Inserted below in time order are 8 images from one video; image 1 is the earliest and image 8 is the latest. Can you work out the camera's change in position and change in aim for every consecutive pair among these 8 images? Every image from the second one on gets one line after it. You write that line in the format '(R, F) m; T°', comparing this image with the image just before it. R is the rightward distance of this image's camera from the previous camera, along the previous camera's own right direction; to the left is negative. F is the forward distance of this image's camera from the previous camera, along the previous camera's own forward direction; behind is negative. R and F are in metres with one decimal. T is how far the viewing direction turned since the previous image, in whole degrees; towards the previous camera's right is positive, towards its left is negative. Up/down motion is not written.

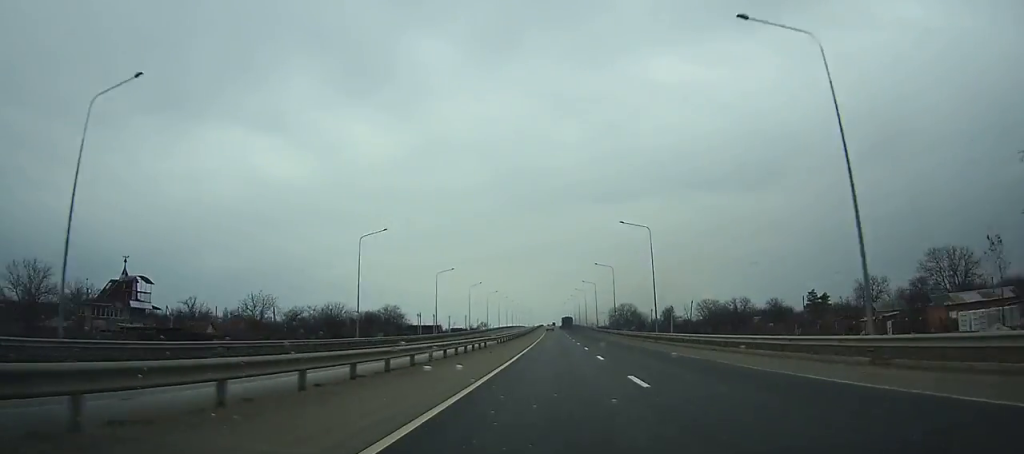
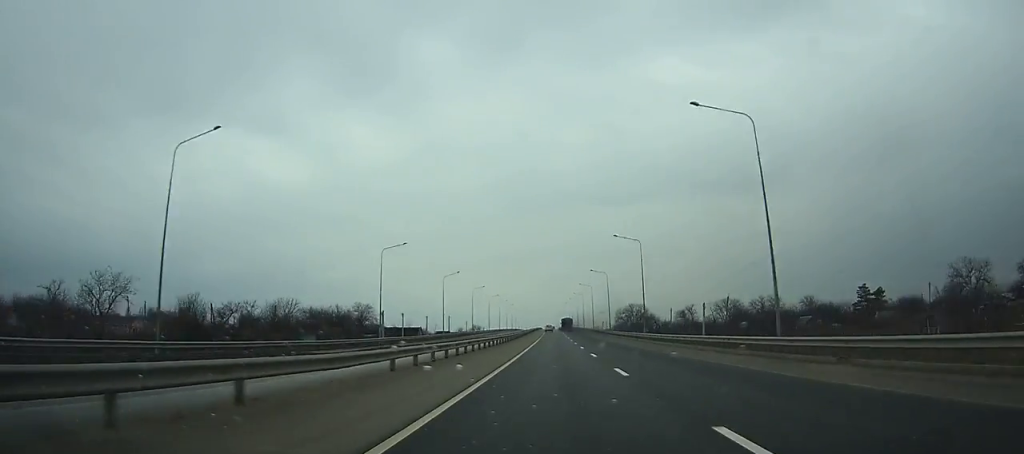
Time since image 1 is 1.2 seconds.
(0.0, +32.3) m; 0°
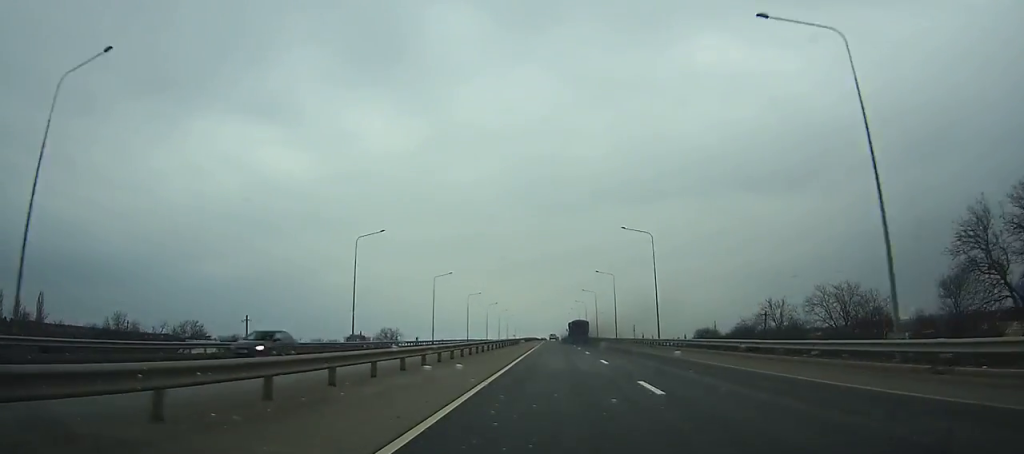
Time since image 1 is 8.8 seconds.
(-1.3, +208.7) m; -1°
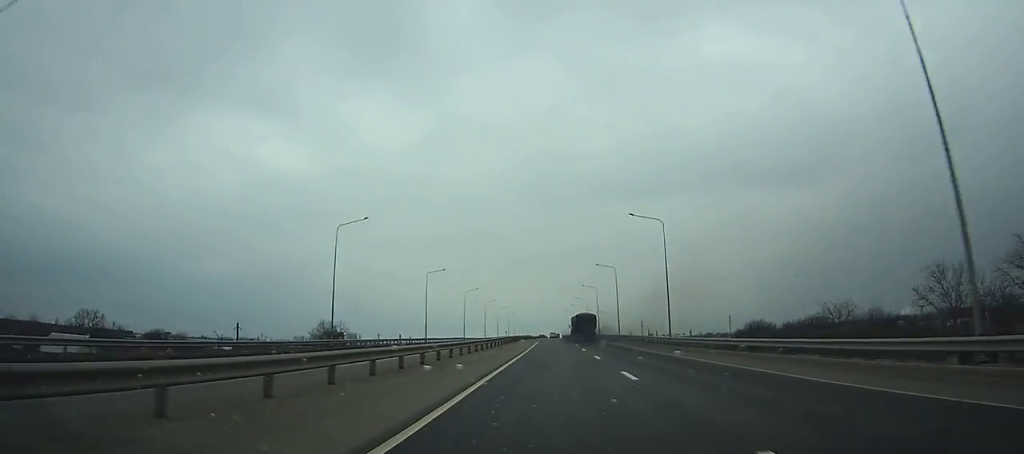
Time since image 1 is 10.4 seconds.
(0.0, +44.7) m; 0°
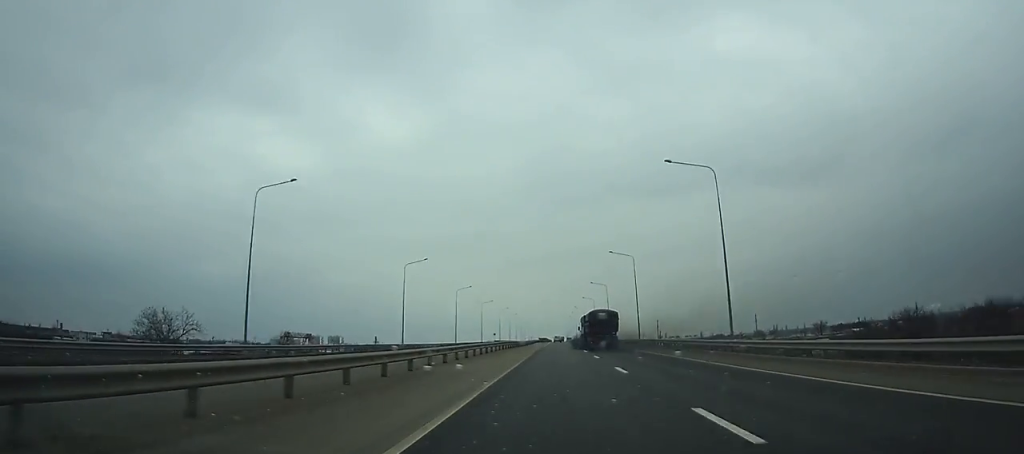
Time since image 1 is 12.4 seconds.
(+0.1, +56.5) m; 0°
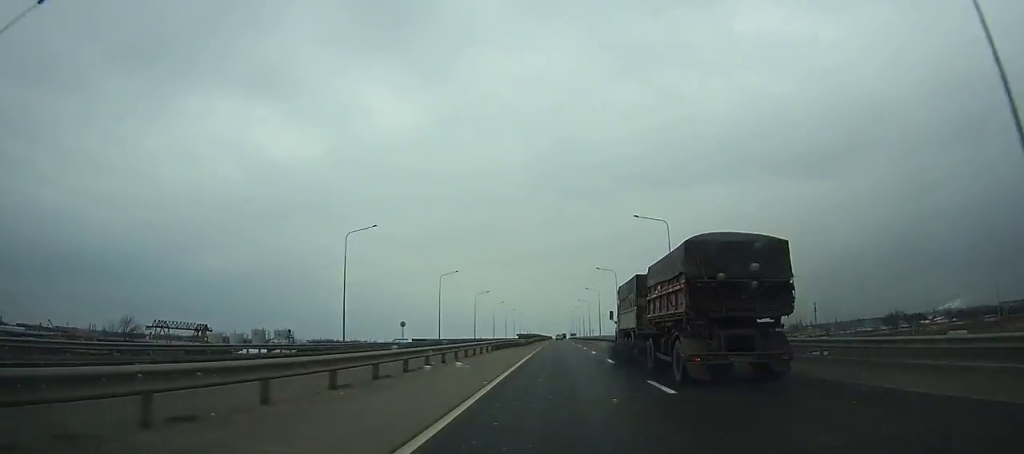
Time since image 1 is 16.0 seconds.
(-0.1, +102.6) m; 0°
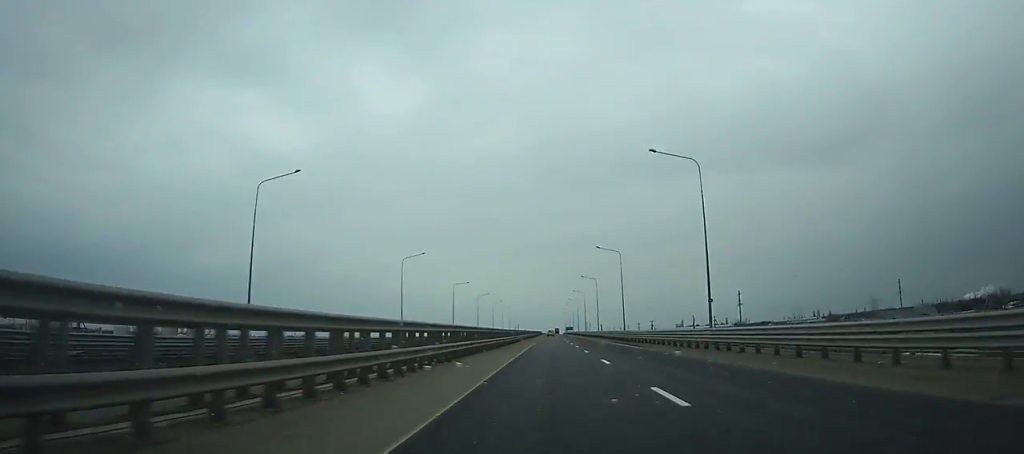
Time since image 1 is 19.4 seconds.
(+0.1, +98.2) m; 0°
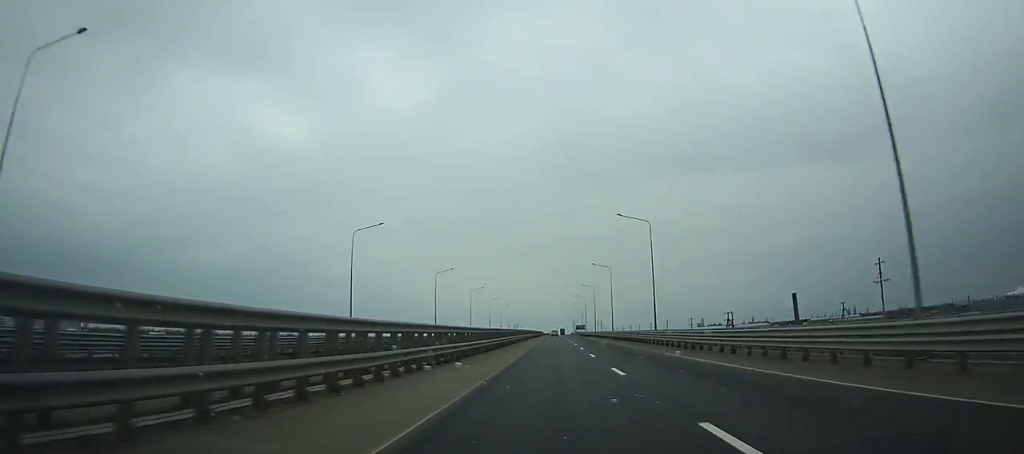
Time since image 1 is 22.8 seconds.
(+0.2, +99.8) m; 0°
